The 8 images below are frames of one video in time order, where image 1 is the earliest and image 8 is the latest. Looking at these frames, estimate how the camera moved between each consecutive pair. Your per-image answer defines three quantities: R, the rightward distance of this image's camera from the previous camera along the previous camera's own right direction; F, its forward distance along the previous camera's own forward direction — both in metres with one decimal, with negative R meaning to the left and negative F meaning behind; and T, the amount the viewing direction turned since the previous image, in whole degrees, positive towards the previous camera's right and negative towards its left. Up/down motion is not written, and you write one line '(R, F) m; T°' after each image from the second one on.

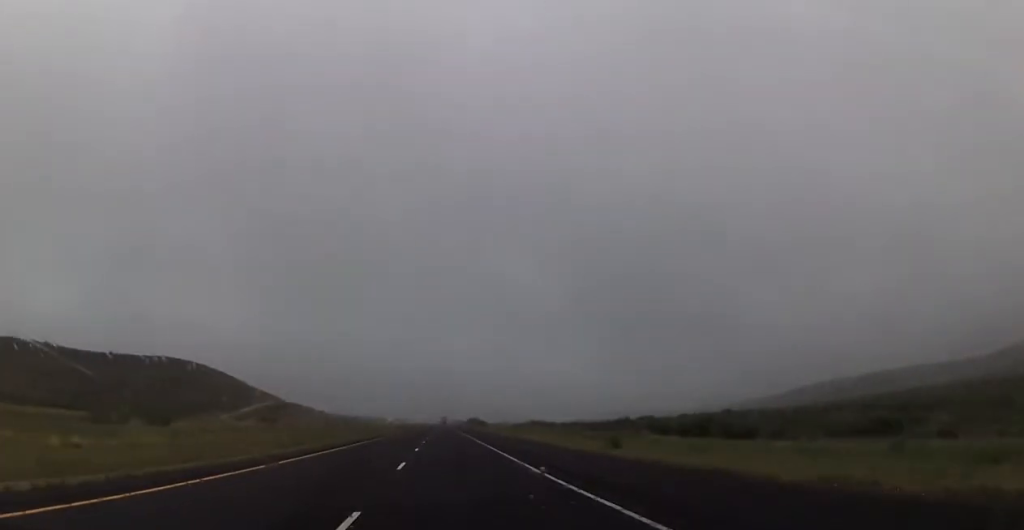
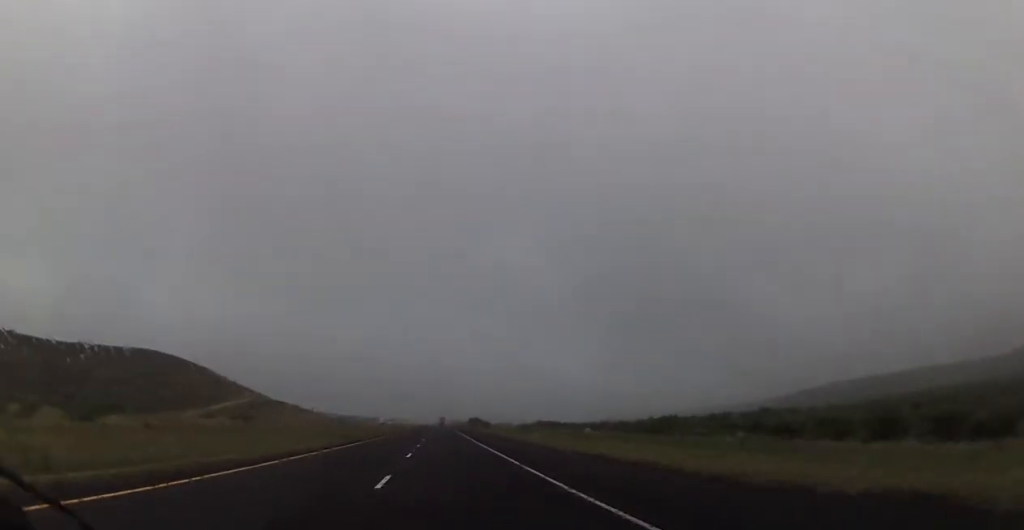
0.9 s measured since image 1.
(+0.1, +30.1) m; +1°
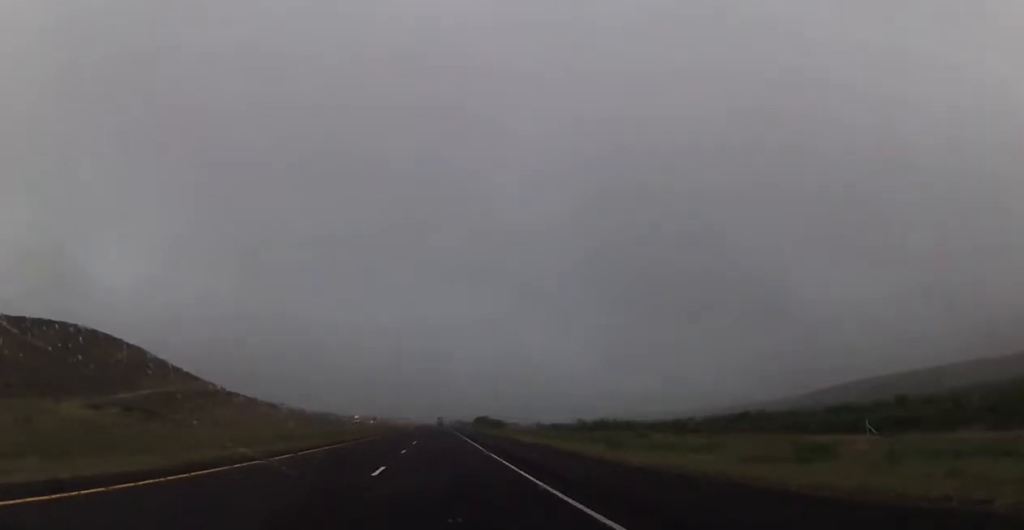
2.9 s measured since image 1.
(-0.2, +70.1) m; 0°
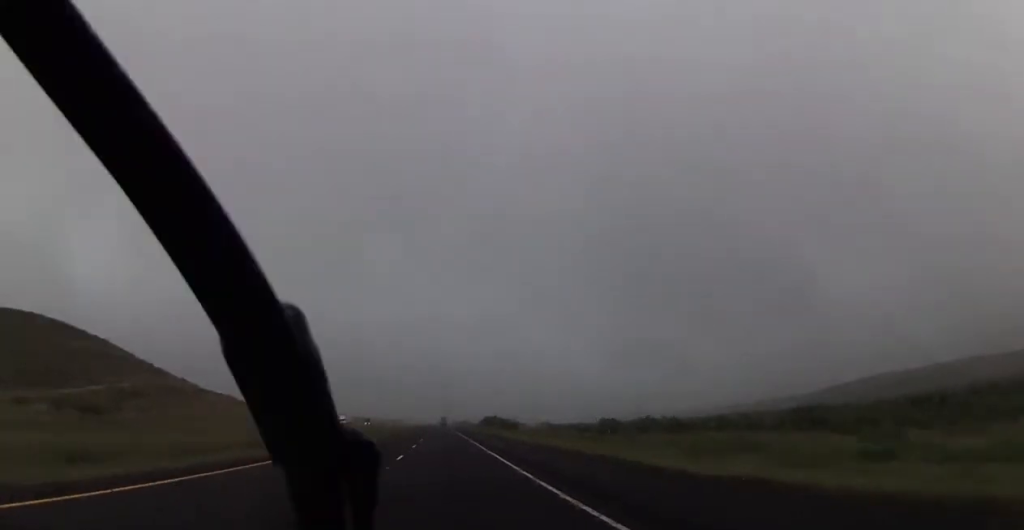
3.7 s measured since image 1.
(0.0, +28.8) m; 0°
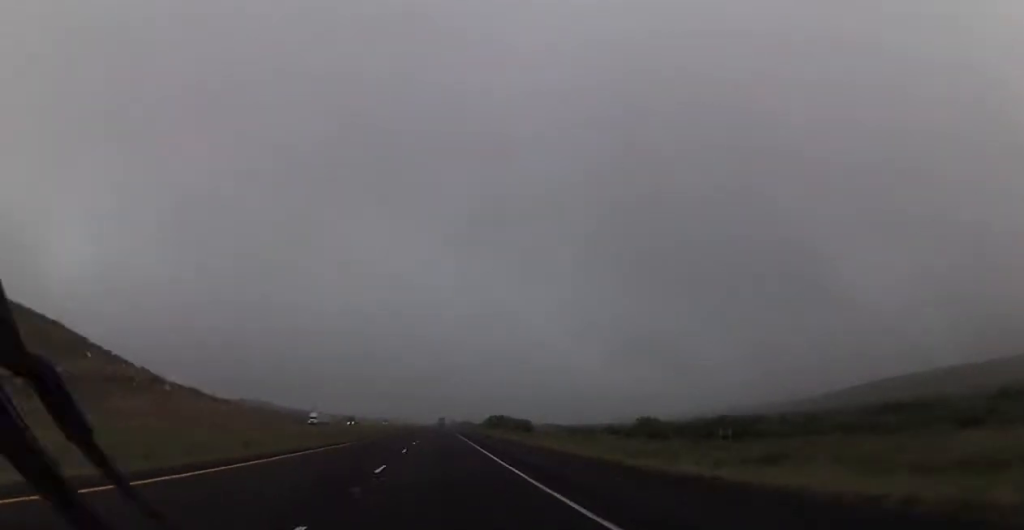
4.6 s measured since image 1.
(0.0, +31.1) m; 0°
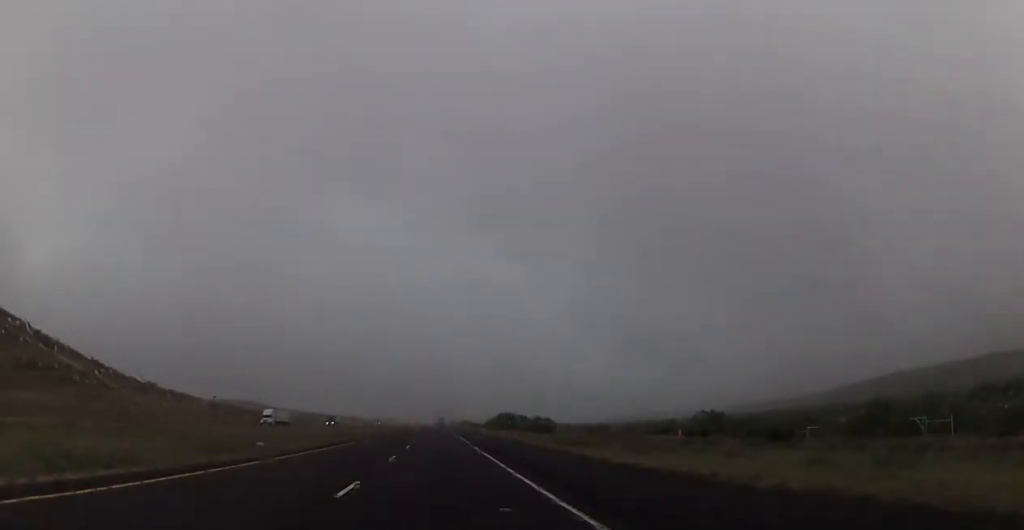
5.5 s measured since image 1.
(0.0, +29.9) m; +1°
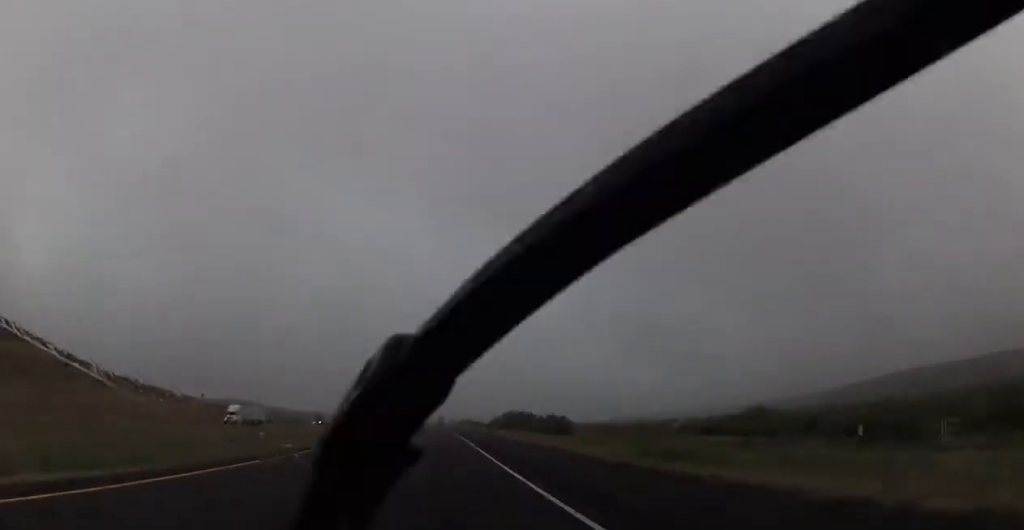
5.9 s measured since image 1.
(+0.2, +15.0) m; 0°
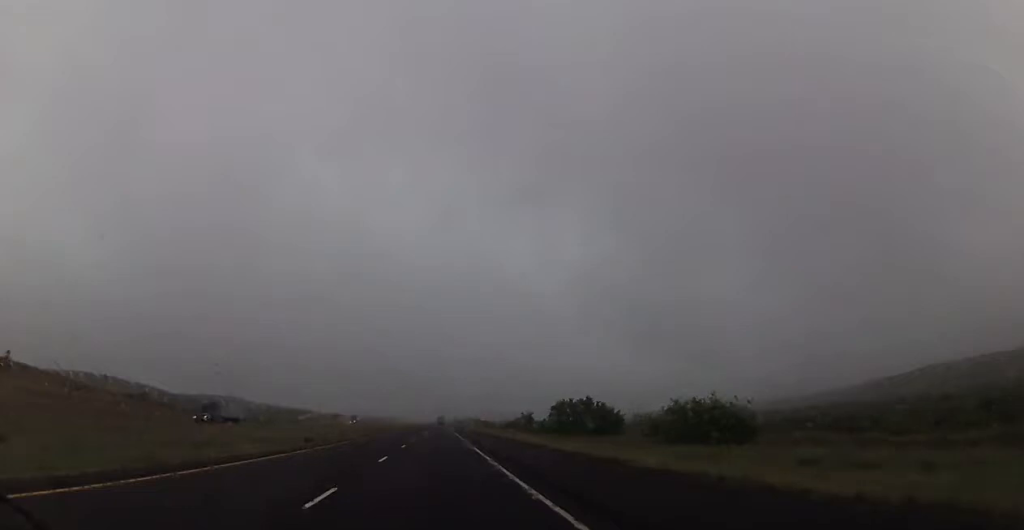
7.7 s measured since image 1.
(-0.7, +59.8) m; -1°
